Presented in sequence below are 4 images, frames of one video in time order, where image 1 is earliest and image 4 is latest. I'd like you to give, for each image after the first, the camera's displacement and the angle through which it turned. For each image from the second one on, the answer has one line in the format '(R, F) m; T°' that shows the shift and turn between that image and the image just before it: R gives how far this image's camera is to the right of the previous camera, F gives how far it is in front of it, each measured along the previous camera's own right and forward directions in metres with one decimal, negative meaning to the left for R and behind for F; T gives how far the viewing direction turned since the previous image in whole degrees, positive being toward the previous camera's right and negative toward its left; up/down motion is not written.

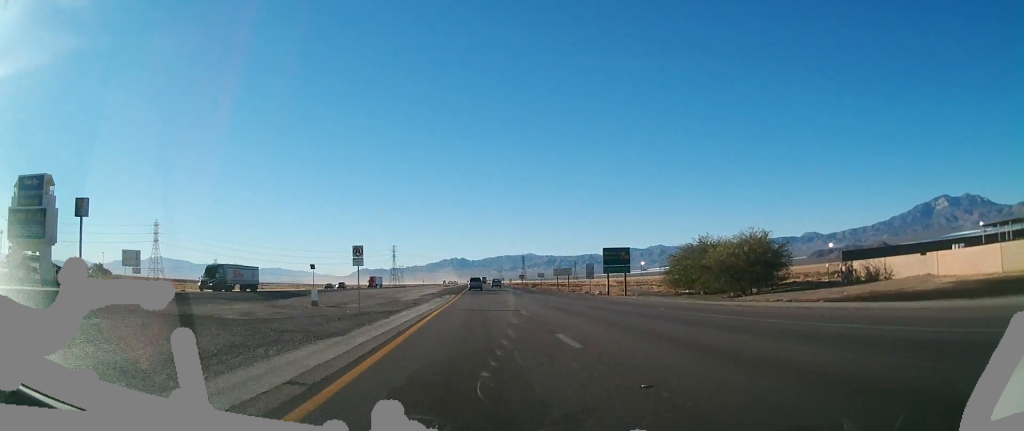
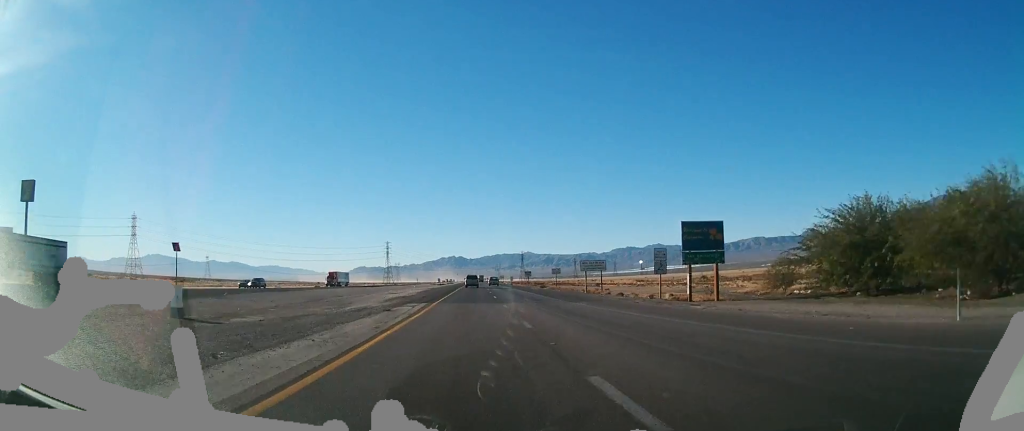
(0.0, +31.4) m; 0°
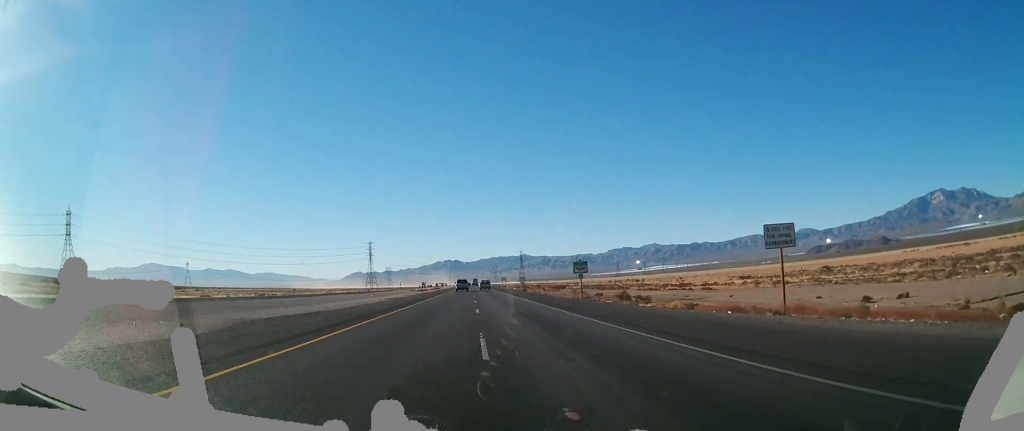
(+0.7, +77.8) m; +2°
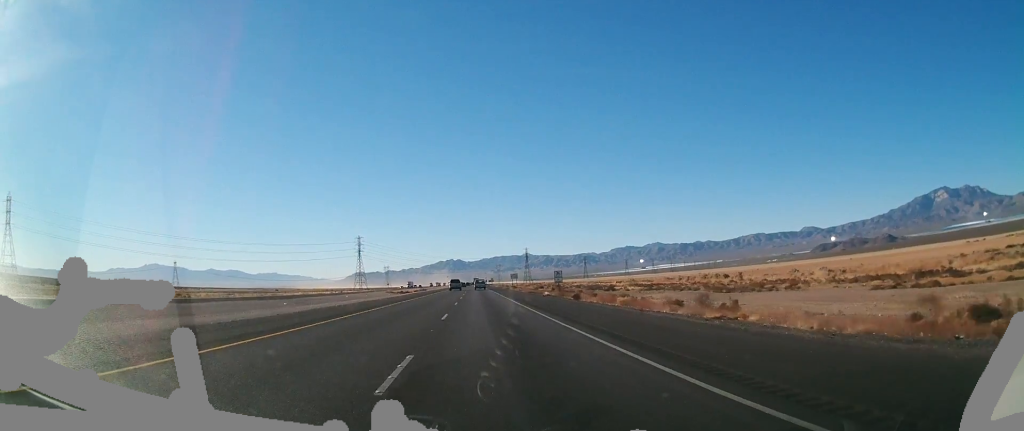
(0.0, +62.8) m; -1°
